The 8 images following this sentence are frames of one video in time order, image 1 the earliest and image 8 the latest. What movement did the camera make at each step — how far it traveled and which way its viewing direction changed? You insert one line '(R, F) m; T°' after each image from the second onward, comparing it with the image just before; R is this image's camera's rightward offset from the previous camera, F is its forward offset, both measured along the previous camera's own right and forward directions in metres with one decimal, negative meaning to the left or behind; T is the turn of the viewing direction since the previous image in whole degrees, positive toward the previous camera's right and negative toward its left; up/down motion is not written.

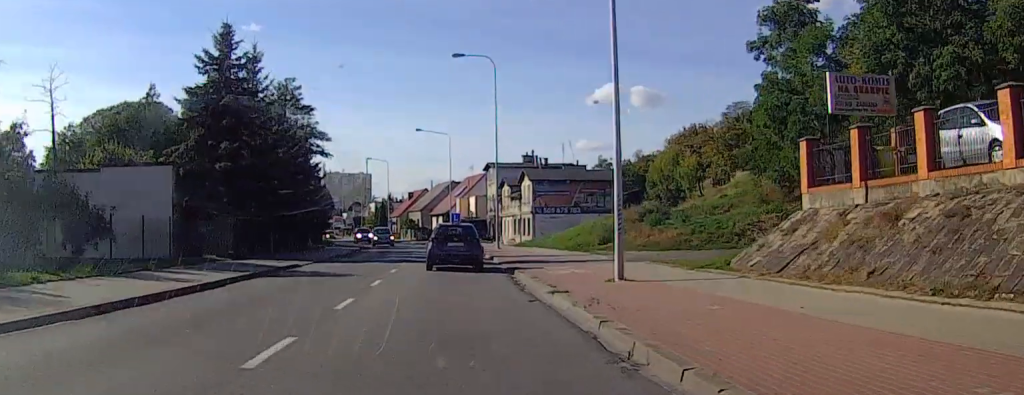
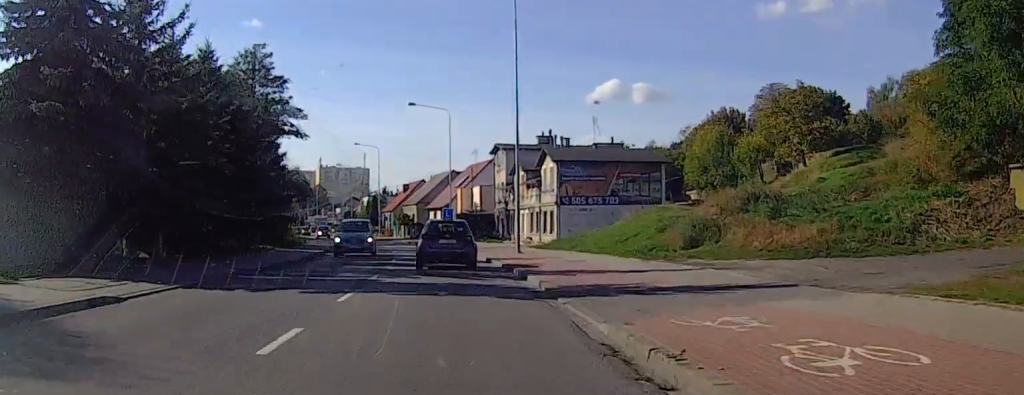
(+0.5, +16.9) m; +2°
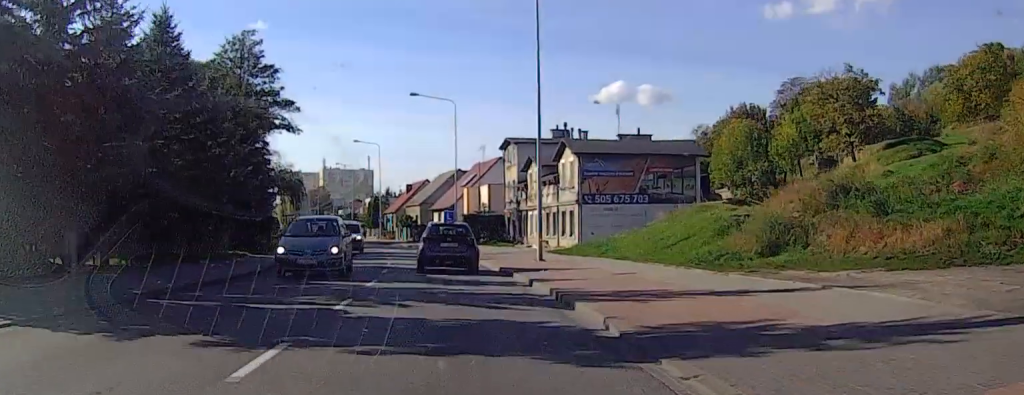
(-0.1, +7.0) m; -1°
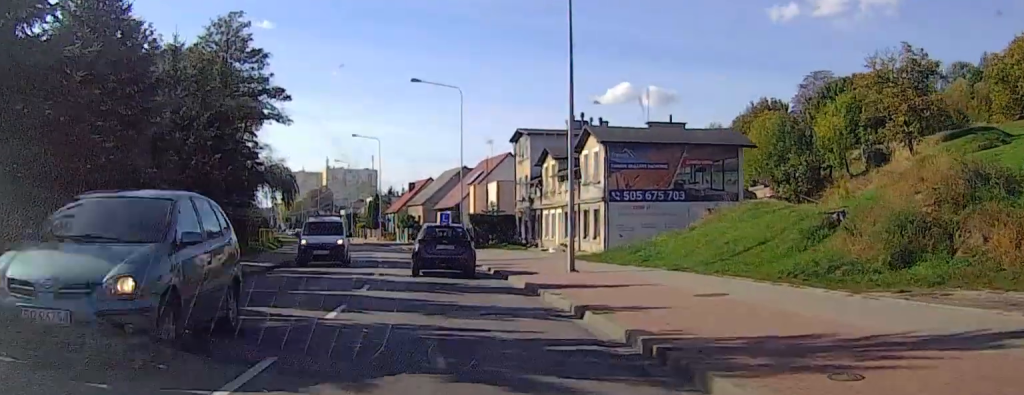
(0.0, +6.9) m; 0°
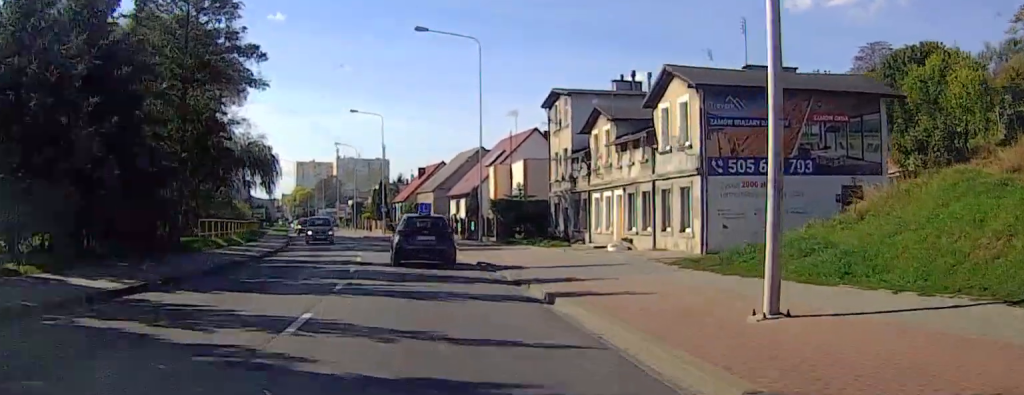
(0.0, +14.5) m; 0°
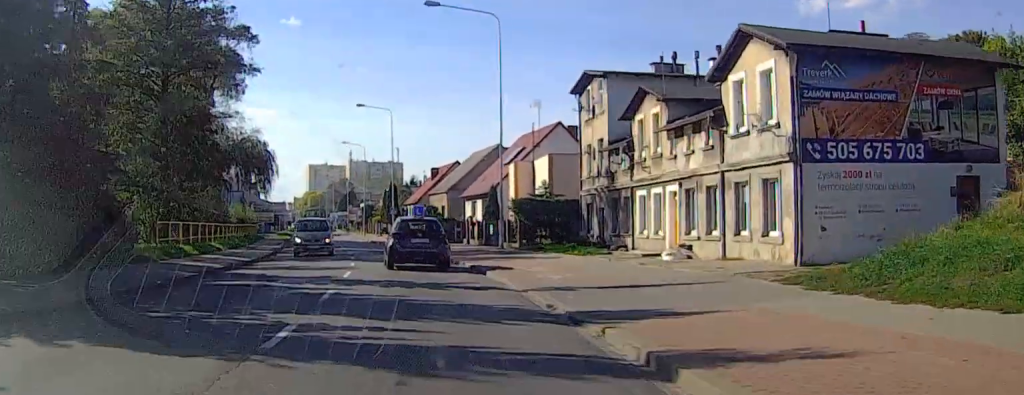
(0.0, +6.9) m; 0°
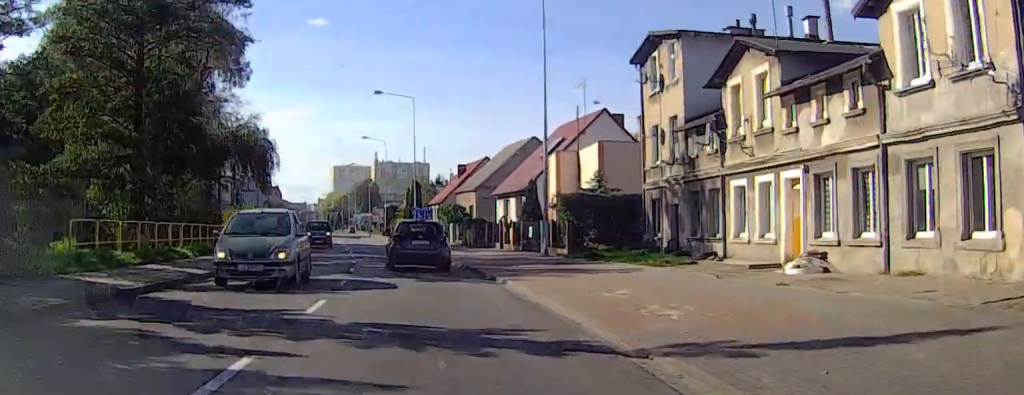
(0.0, +9.0) m; 0°
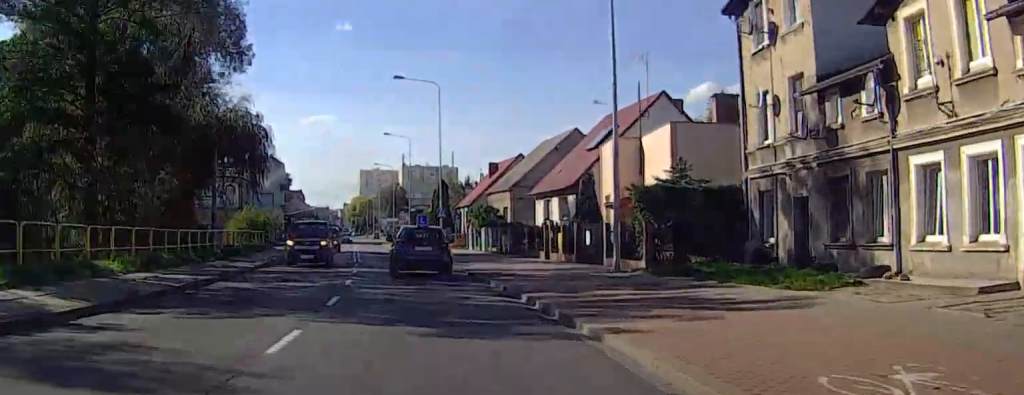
(0.0, +9.5) m; 0°
